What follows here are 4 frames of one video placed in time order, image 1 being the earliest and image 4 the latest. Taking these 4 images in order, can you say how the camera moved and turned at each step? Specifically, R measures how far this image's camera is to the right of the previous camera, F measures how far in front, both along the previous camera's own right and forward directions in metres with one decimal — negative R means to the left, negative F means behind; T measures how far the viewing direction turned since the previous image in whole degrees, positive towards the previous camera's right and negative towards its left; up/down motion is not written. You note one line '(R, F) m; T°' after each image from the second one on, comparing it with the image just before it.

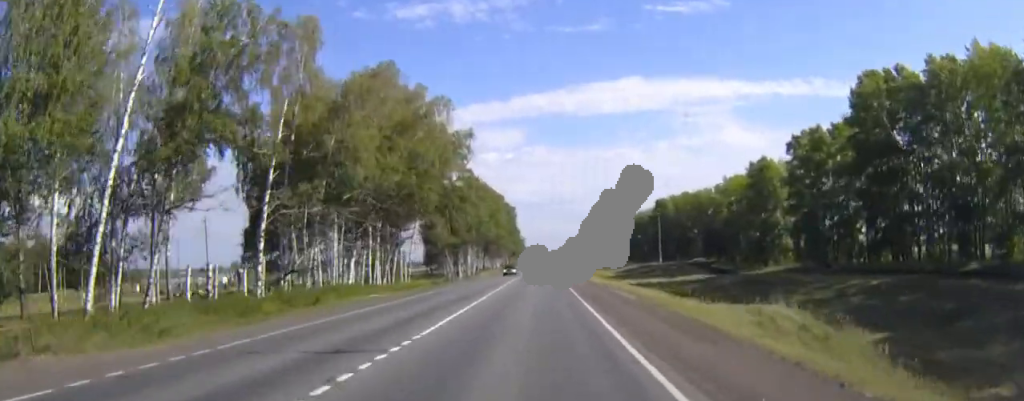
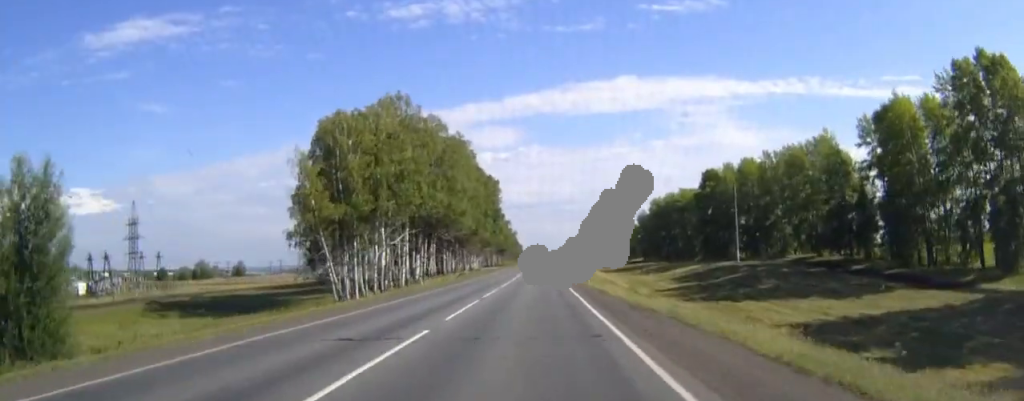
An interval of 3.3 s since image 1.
(+0.4, +85.2) m; 0°
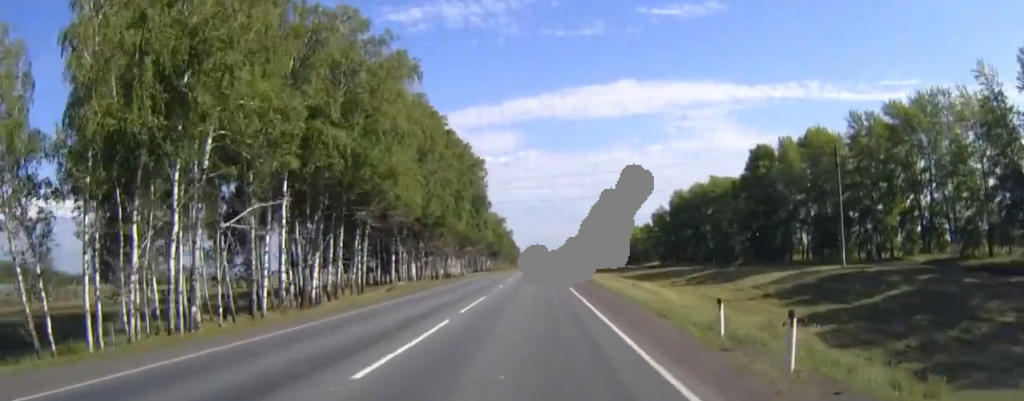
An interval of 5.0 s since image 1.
(+0.1, +45.0) m; 0°
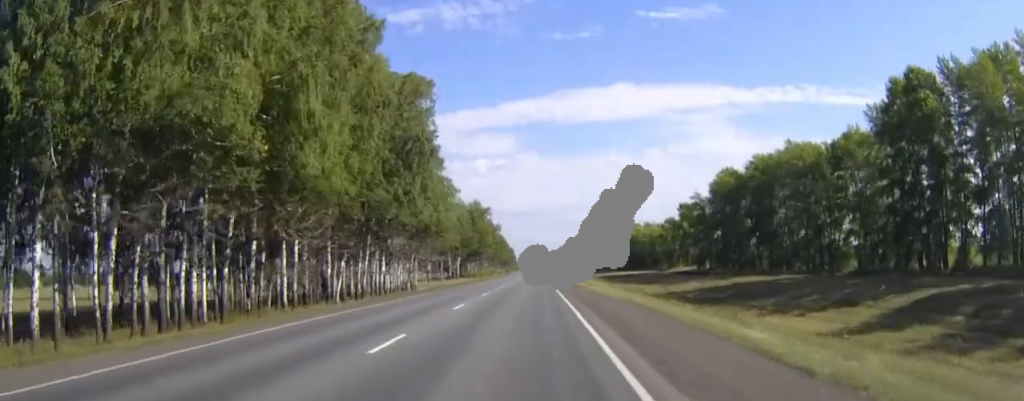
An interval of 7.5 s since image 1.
(0.0, +64.5) m; 0°
